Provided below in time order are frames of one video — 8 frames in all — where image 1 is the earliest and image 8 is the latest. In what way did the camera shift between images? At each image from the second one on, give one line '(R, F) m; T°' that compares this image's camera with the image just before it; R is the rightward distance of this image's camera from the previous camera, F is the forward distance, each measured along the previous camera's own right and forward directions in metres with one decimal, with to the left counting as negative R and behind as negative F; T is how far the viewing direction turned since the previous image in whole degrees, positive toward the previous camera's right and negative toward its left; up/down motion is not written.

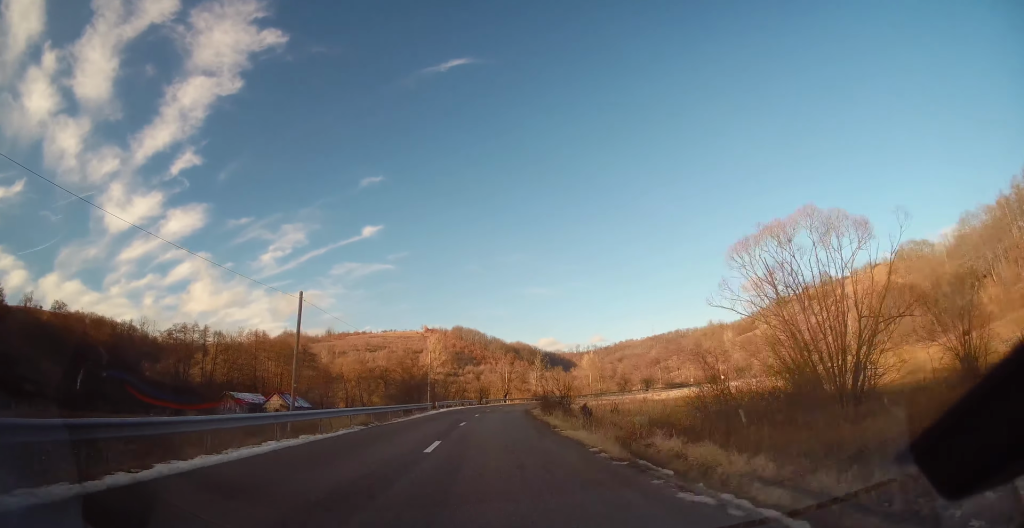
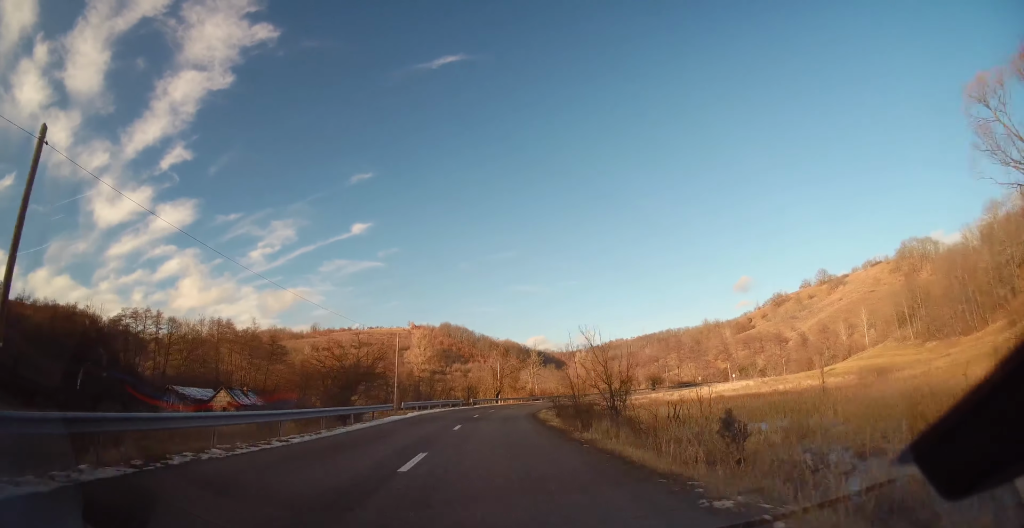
(+0.2, +14.8) m; +2°
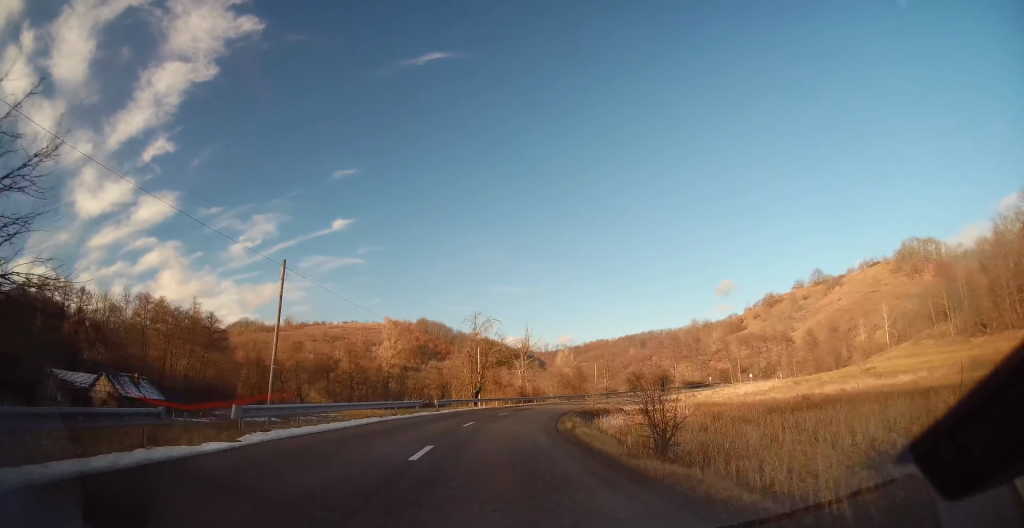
(+0.6, +21.8) m; +3°
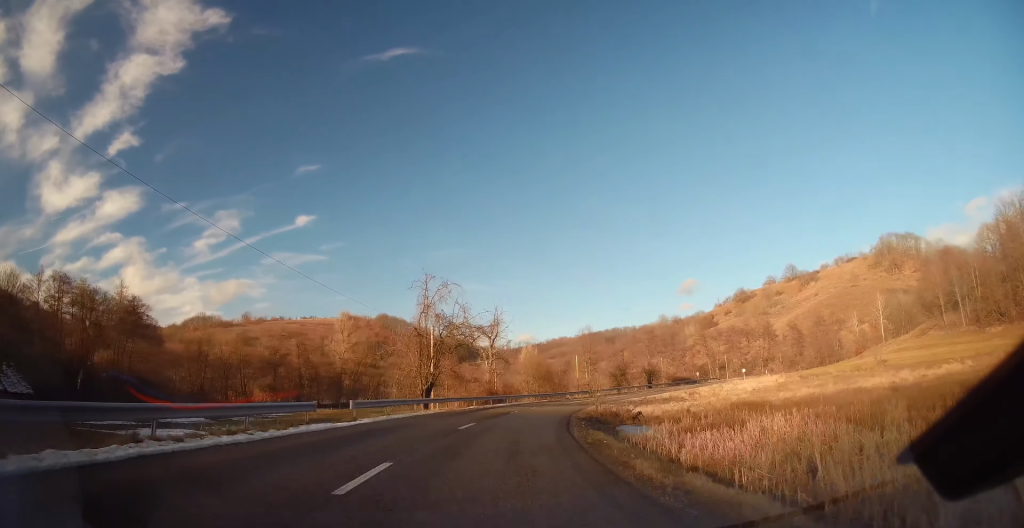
(+0.3, +15.3) m; +4°
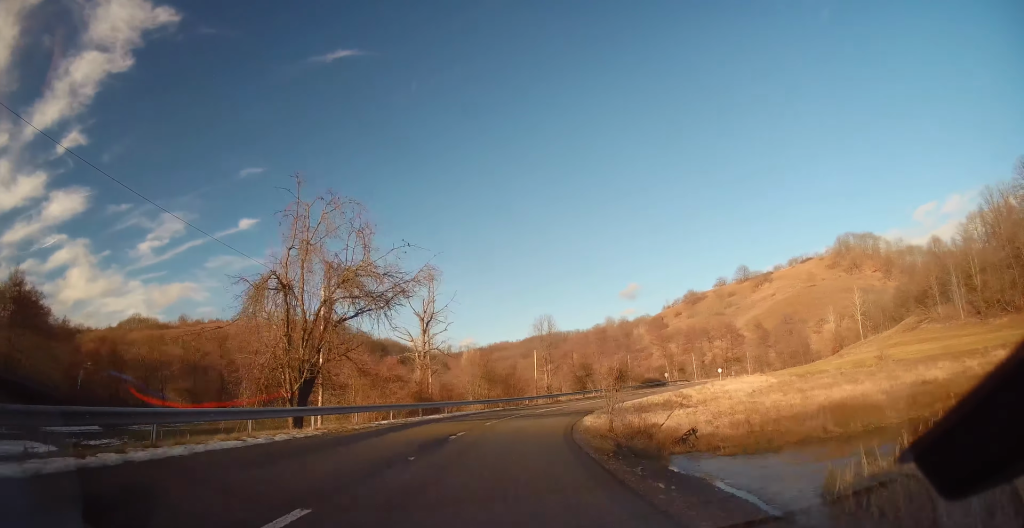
(+0.5, +15.8) m; +8°
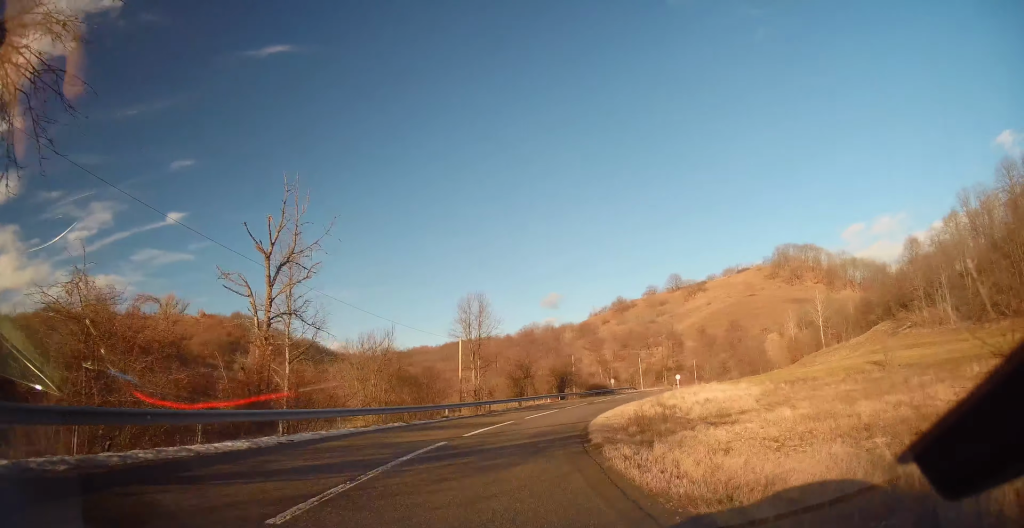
(+1.5, +17.1) m; +10°
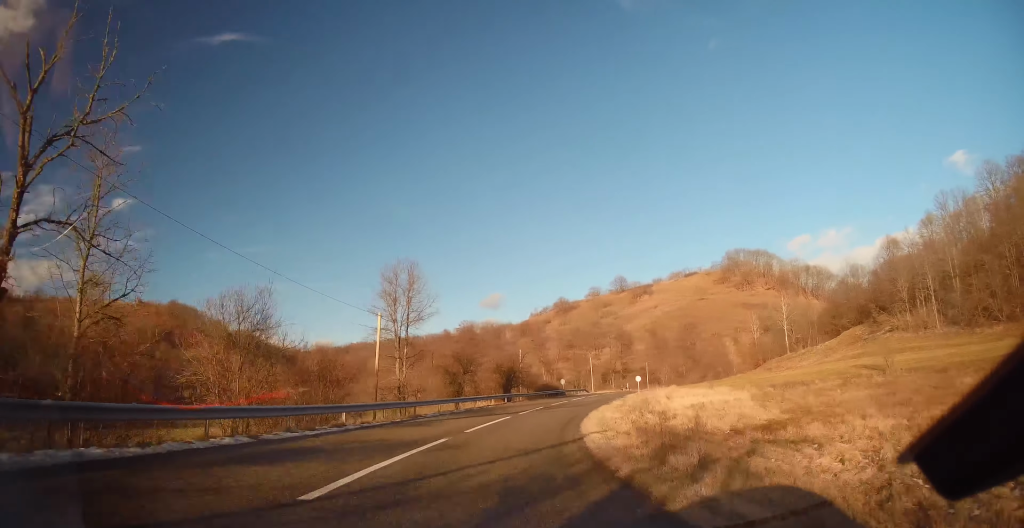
(+0.9, +11.1) m; +5°
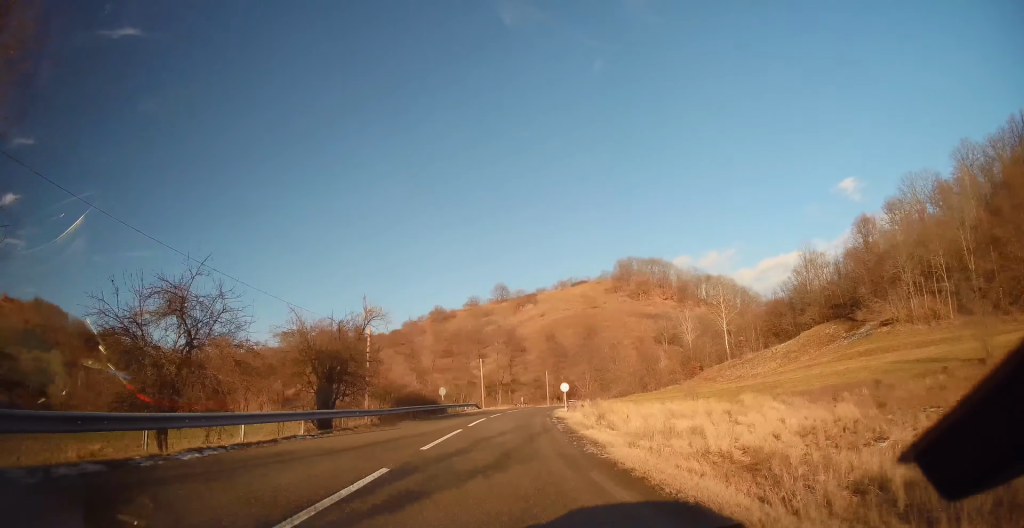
(+3.0, +28.5) m; +11°
